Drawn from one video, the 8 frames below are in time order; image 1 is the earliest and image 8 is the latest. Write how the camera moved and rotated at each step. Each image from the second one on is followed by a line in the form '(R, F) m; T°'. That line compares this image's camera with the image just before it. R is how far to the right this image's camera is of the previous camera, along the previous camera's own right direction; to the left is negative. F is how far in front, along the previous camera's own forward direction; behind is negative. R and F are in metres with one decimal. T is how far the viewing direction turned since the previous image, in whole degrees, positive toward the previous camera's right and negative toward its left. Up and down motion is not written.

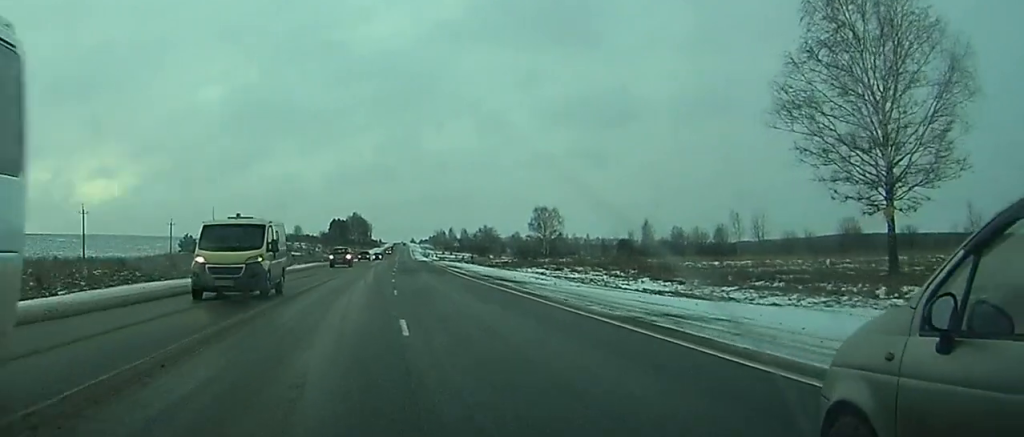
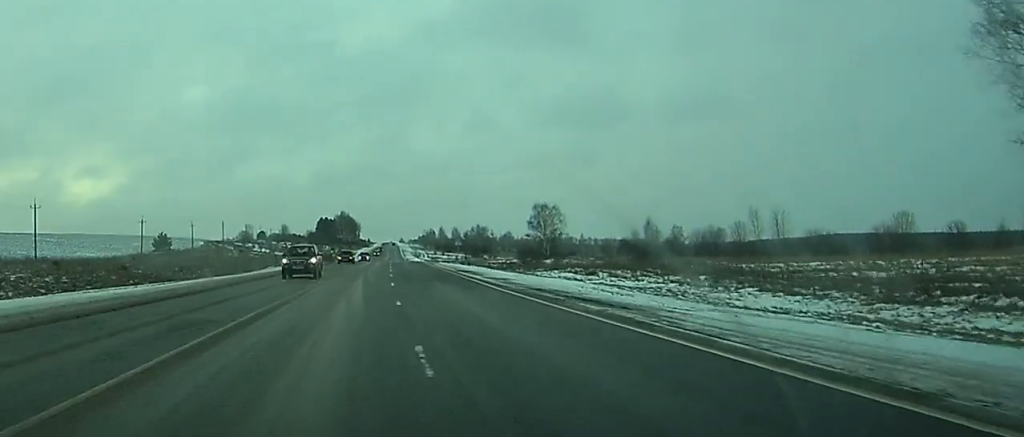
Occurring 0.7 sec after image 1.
(+0.1, +15.0) m; +1°
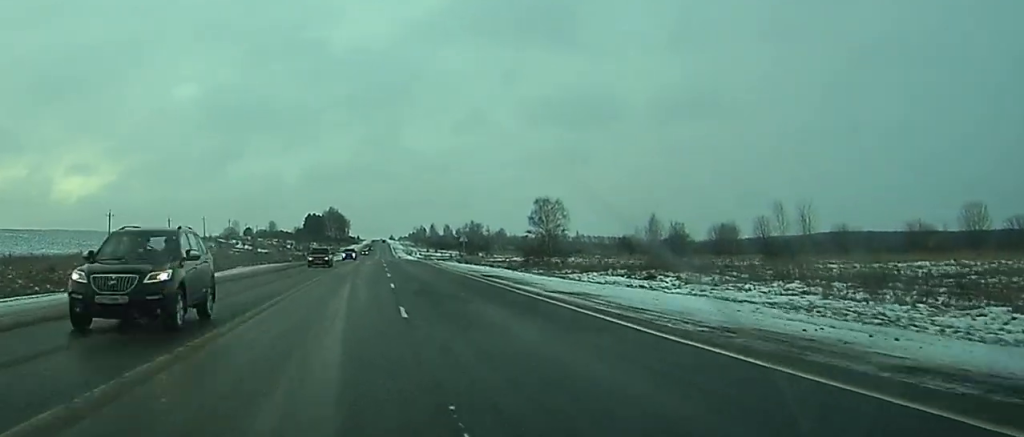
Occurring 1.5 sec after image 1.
(+0.2, +15.5) m; +1°
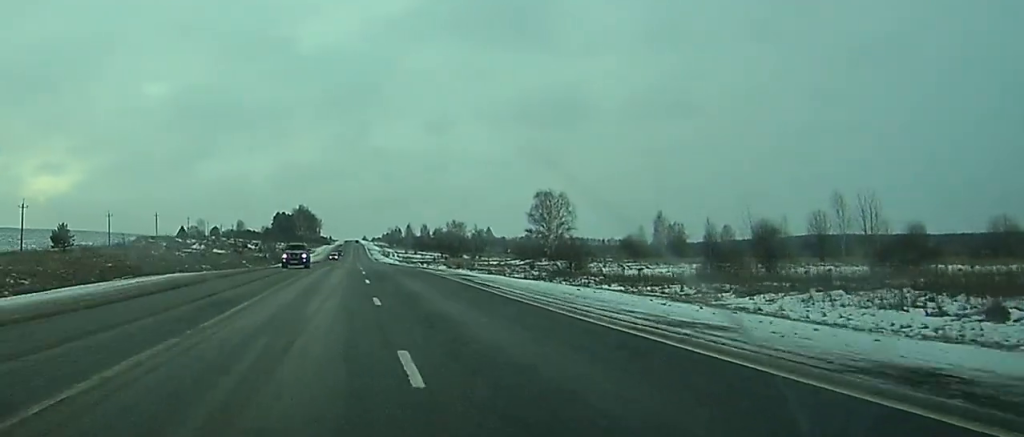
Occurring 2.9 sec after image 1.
(+0.2, +30.5) m; +2°
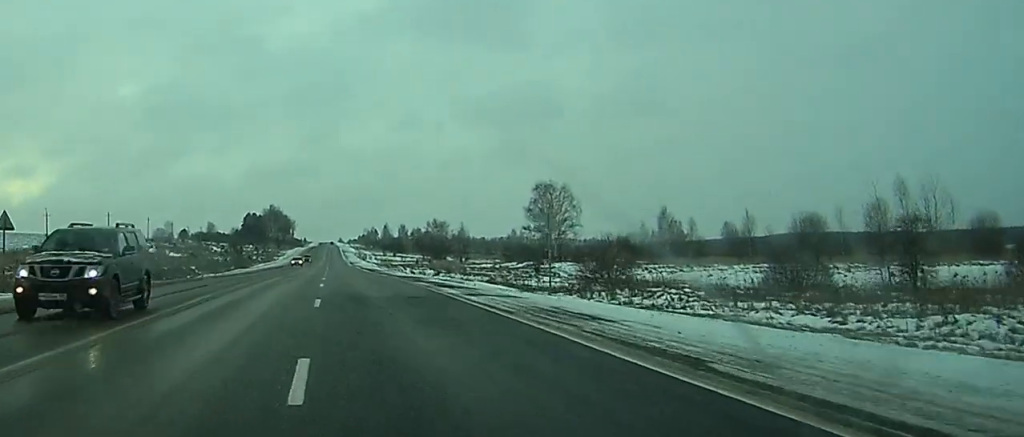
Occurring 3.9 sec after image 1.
(+0.5, +24.1) m; +2°
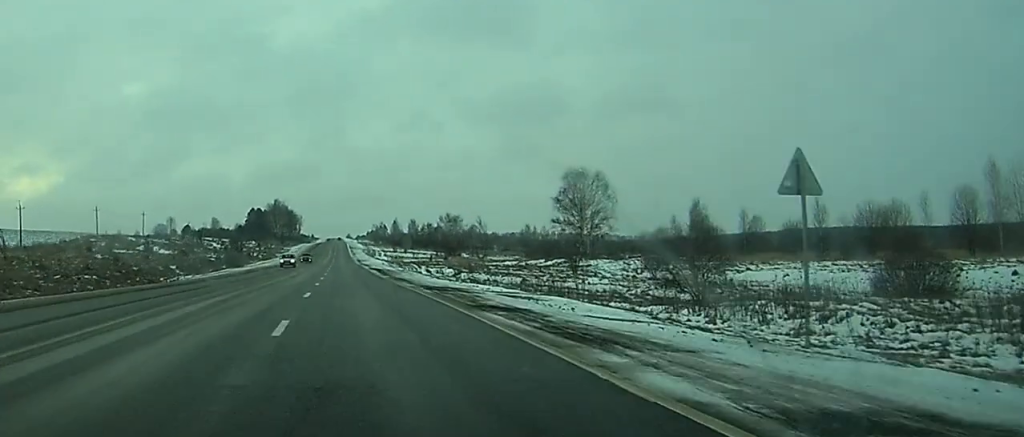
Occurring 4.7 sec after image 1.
(+0.1, +17.6) m; 0°
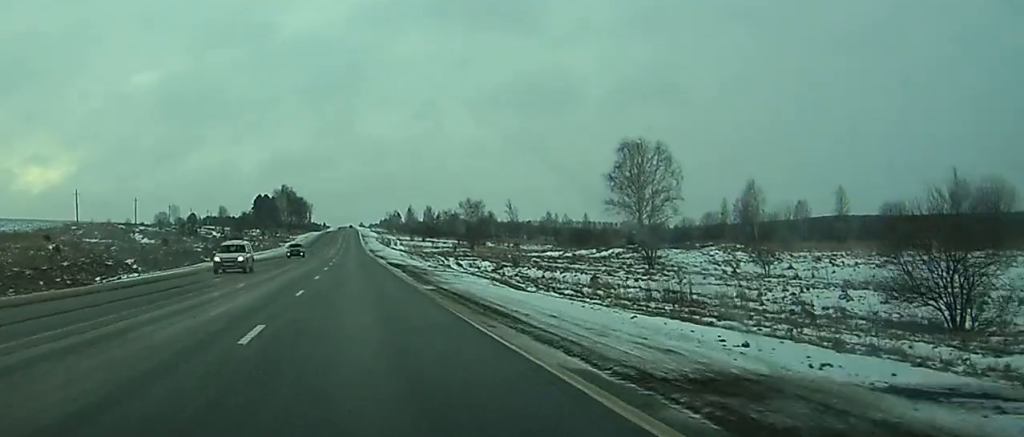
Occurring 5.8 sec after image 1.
(0.0, +24.9) m; 0°
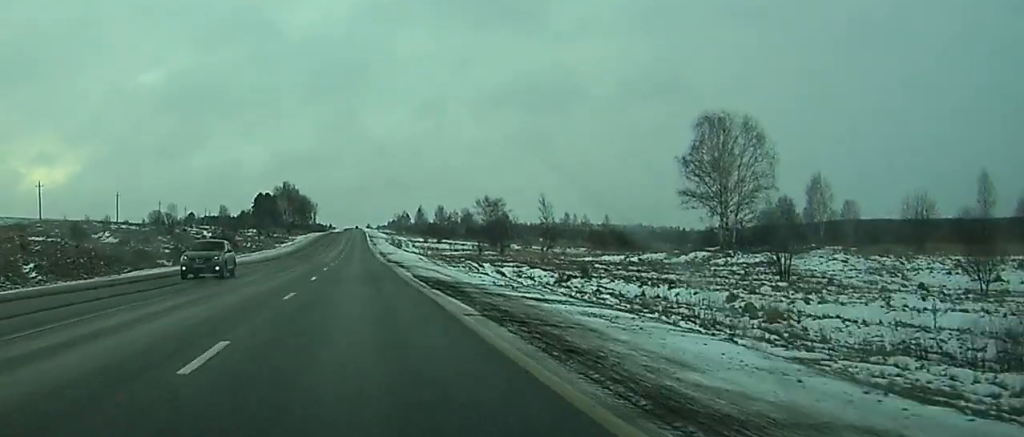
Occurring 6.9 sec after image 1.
(-0.1, +27.0) m; 0°
